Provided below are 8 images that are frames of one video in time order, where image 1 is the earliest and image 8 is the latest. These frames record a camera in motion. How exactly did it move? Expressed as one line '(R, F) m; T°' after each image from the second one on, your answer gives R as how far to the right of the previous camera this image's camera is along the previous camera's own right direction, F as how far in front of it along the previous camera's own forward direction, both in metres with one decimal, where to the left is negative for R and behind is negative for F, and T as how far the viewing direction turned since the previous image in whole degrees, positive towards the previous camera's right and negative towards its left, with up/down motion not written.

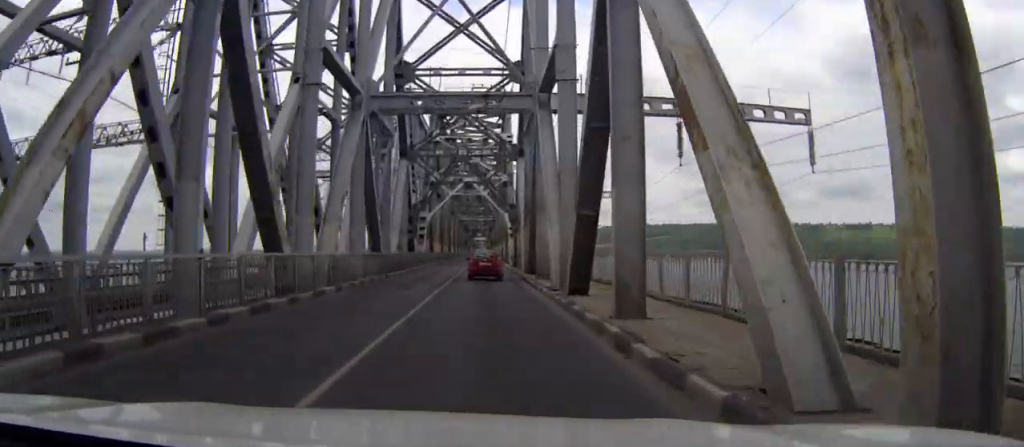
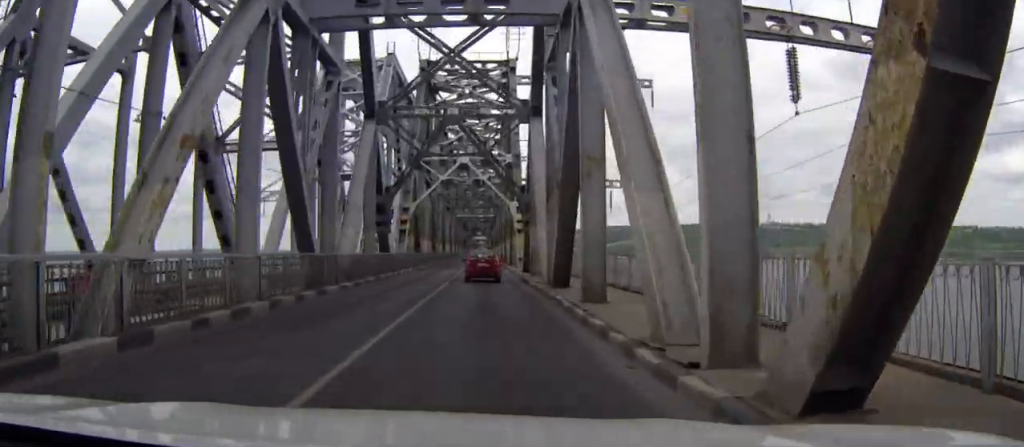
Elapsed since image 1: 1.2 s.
(-0.1, +16.2) m; 0°
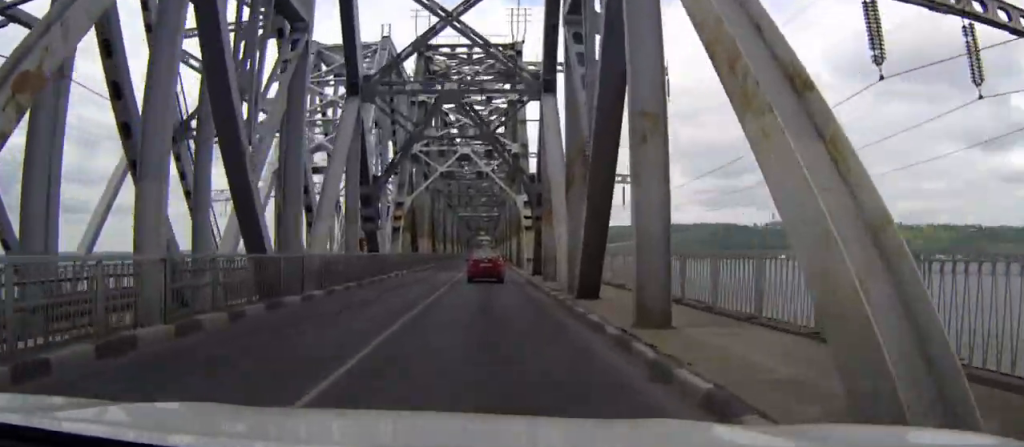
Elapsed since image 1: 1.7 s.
(0.0, +6.1) m; 0°
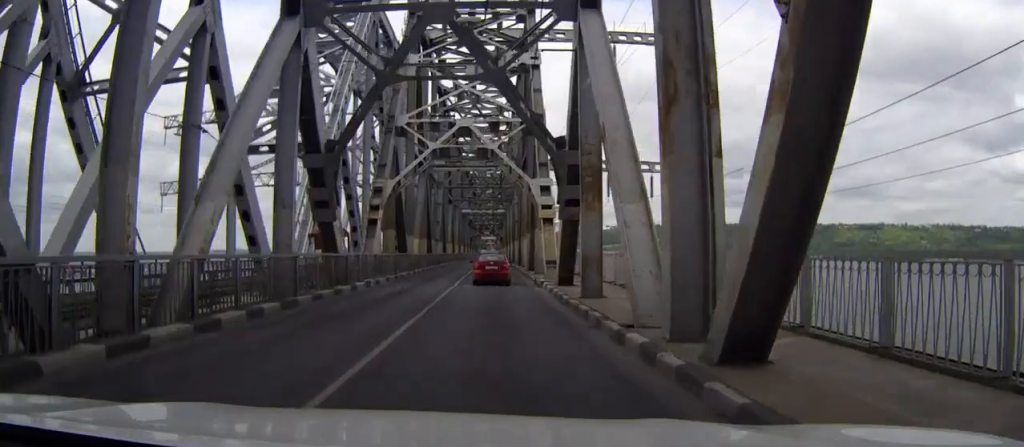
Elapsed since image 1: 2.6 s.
(-0.1, +11.8) m; -1°
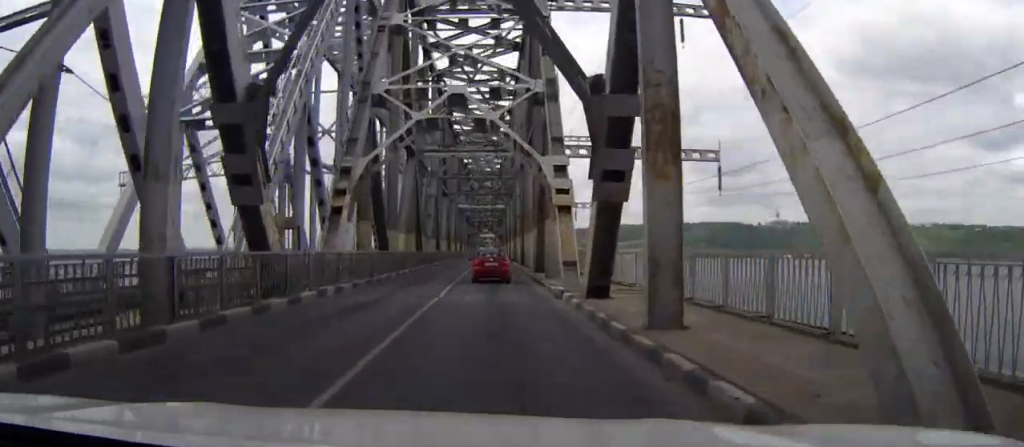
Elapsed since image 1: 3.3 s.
(0.0, +8.5) m; +1°
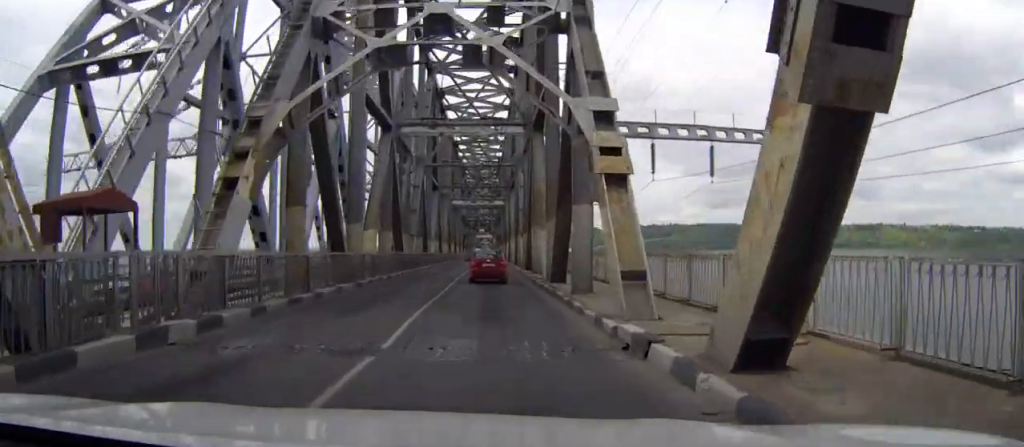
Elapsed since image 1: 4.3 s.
(+0.2, +11.8) m; +2°
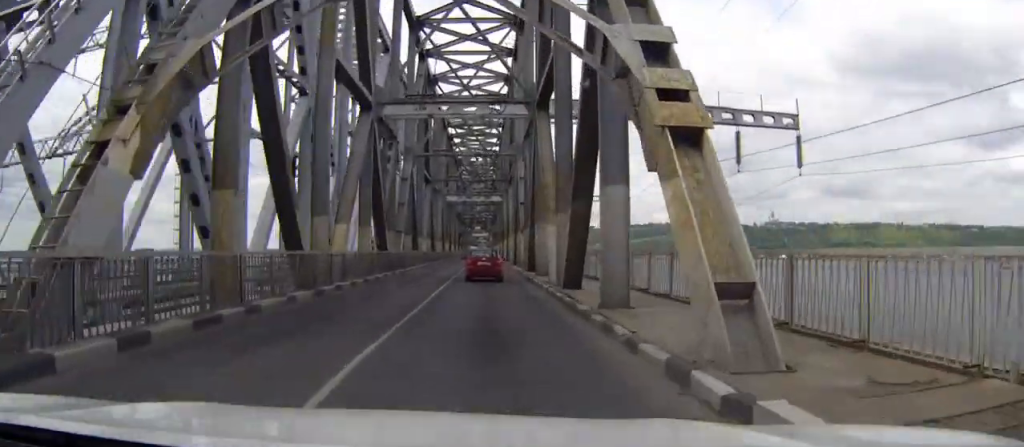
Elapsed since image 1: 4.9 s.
(+0.2, +6.2) m; 0°
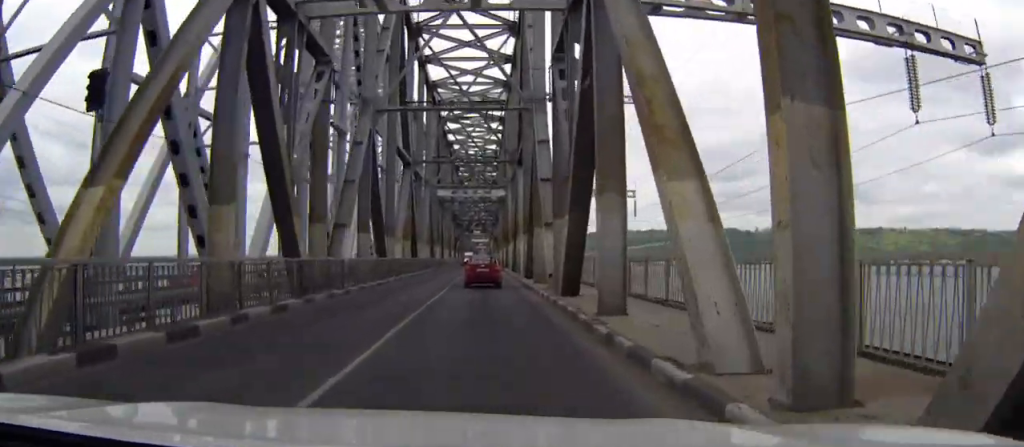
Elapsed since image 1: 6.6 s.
(-0.5, +19.9) m; -2°
